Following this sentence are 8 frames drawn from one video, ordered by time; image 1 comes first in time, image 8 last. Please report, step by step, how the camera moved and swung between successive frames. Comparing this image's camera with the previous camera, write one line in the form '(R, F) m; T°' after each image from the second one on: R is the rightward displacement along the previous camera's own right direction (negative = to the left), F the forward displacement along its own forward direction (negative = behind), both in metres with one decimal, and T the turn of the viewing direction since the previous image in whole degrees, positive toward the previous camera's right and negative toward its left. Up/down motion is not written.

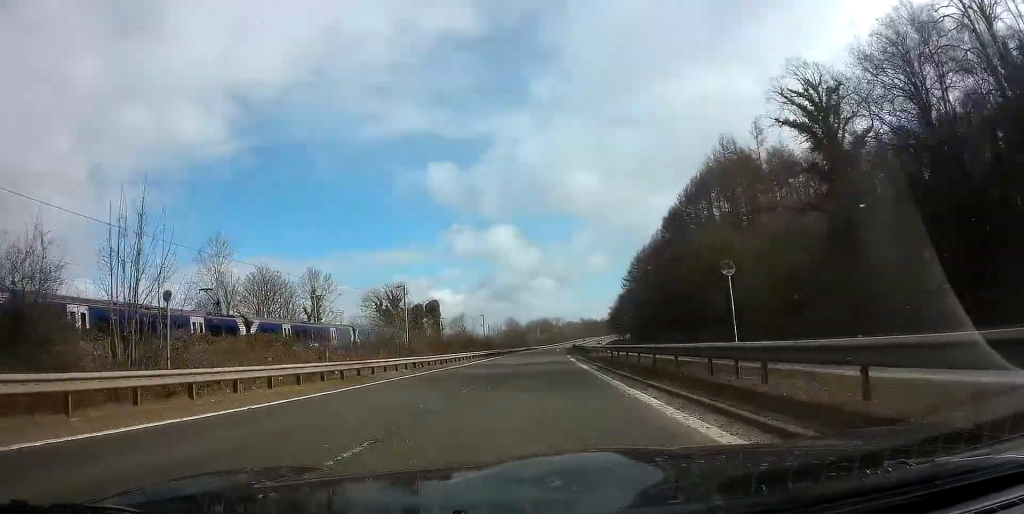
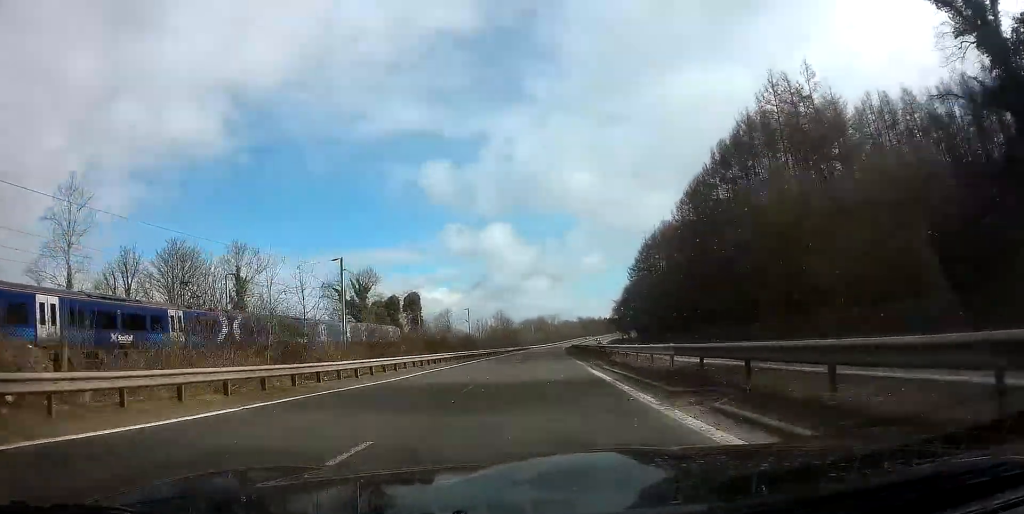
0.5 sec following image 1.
(-0.3, +18.3) m; 0°
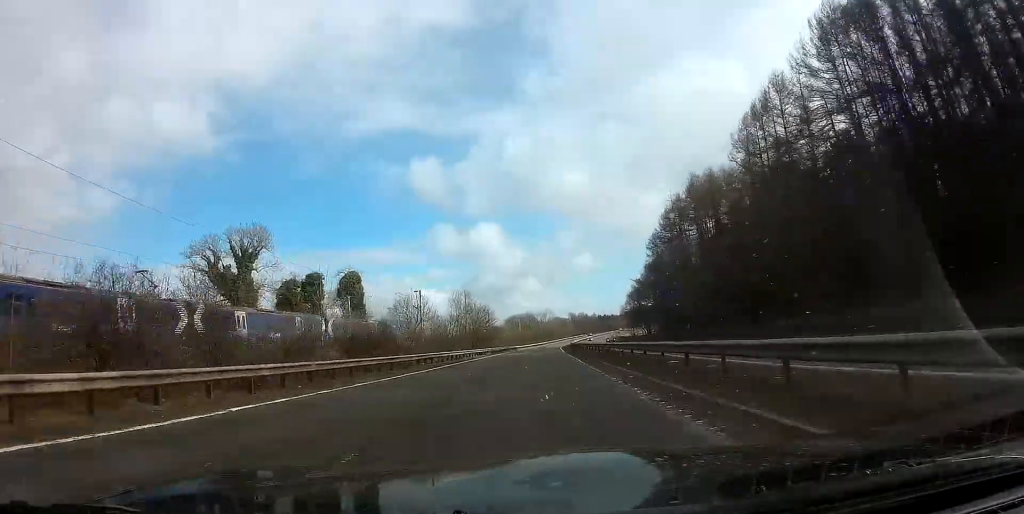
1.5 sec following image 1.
(+0.8, +36.6) m; +1°
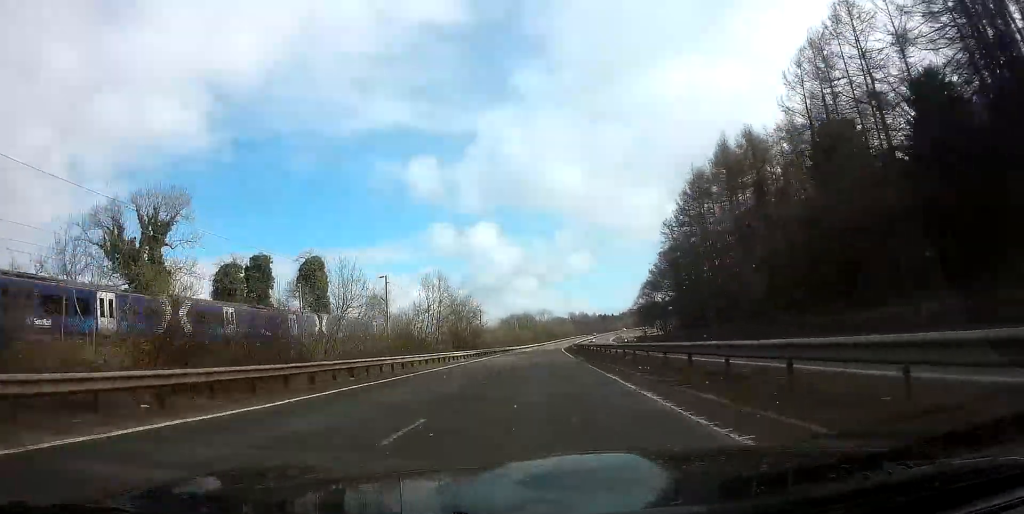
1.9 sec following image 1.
(0.0, +15.8) m; 0°
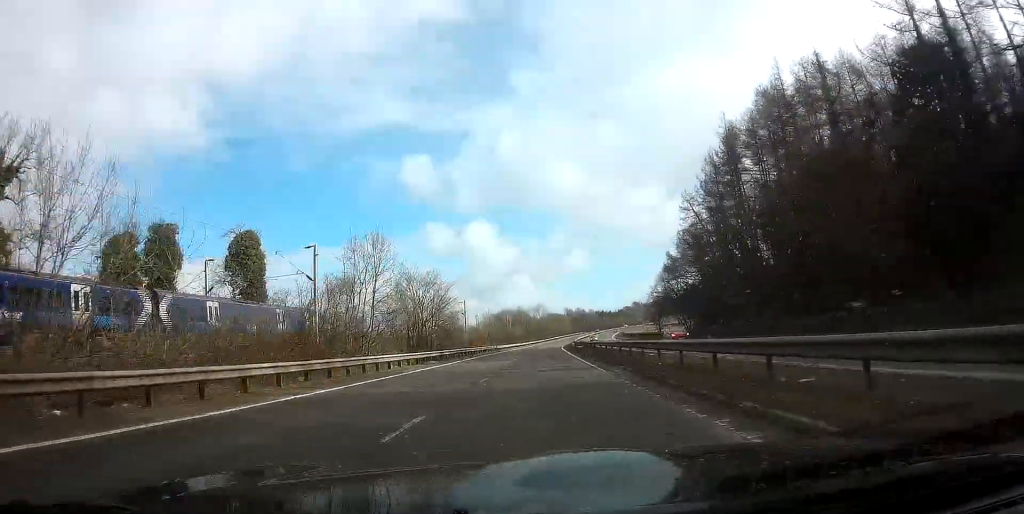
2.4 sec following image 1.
(0.0, +18.2) m; 0°
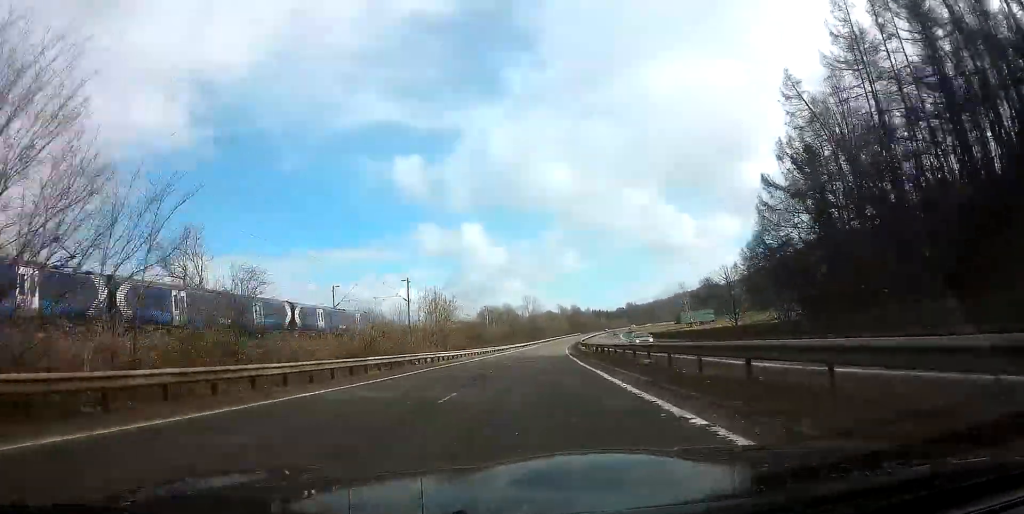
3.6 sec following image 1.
(+0.1, +41.0) m; +1°
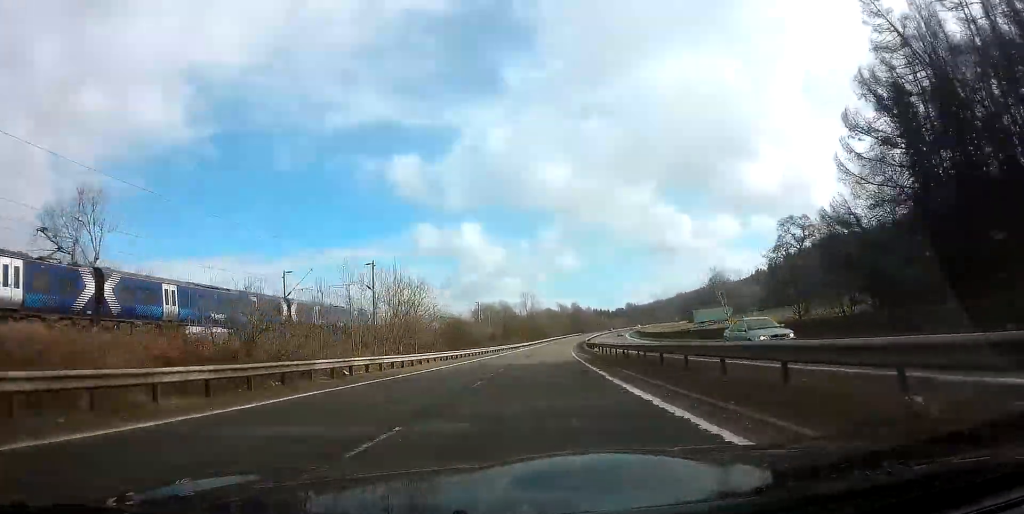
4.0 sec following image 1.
(+0.1, +14.4) m; +1°
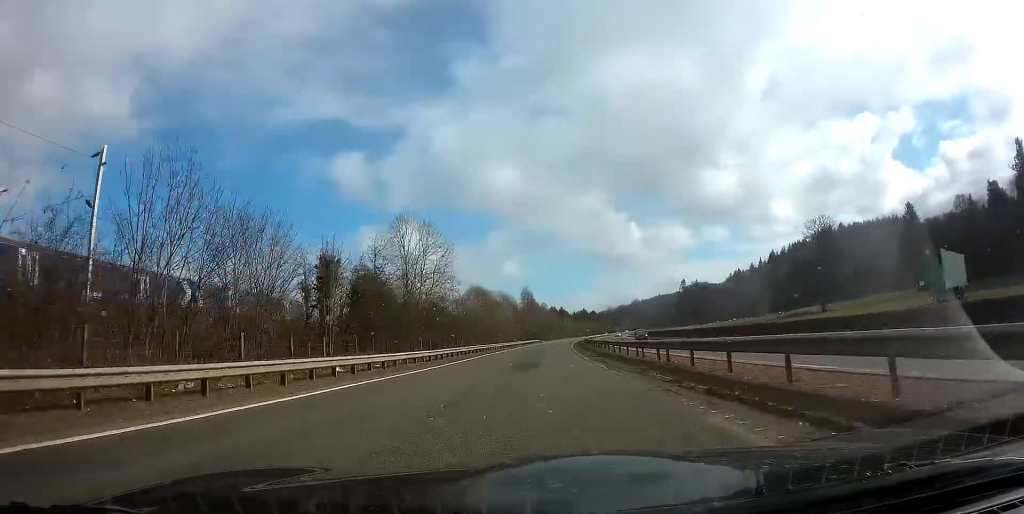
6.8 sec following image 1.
(+4.0, +101.2) m; +5°
